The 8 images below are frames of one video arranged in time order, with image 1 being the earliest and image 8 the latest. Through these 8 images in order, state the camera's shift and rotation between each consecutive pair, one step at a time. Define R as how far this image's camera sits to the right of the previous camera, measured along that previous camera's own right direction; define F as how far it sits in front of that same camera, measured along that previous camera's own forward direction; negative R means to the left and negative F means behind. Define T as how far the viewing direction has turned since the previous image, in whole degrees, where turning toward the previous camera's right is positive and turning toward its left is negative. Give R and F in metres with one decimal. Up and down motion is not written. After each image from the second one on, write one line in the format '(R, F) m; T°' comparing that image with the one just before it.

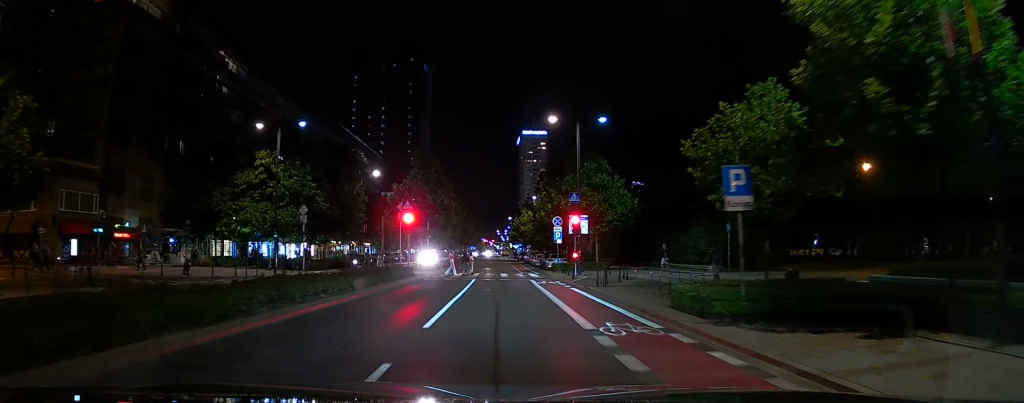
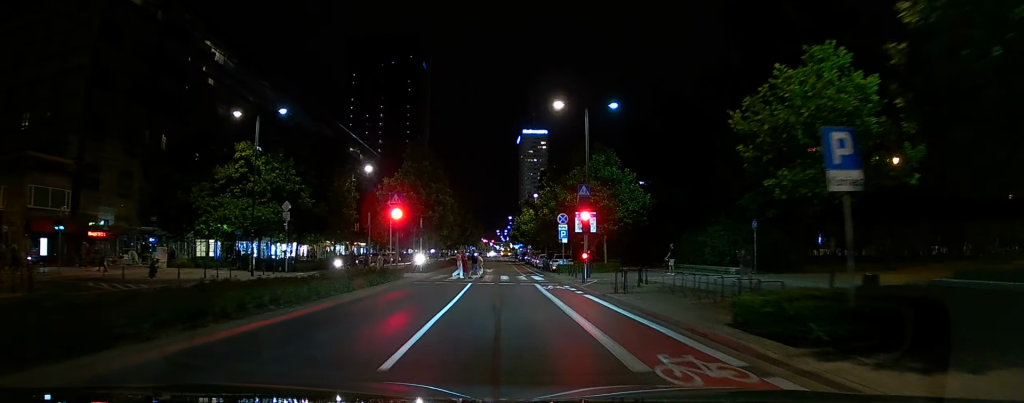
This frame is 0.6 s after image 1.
(0.0, +4.4) m; -1°
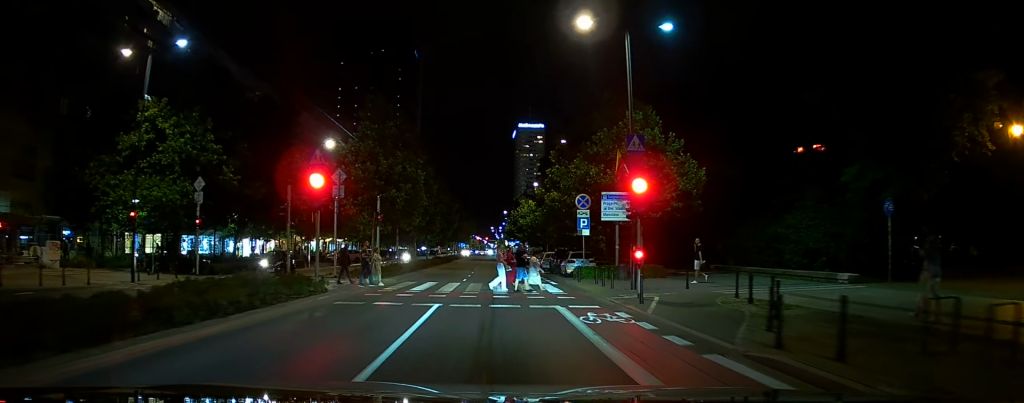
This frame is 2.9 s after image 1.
(-0.1, +14.4) m; 0°
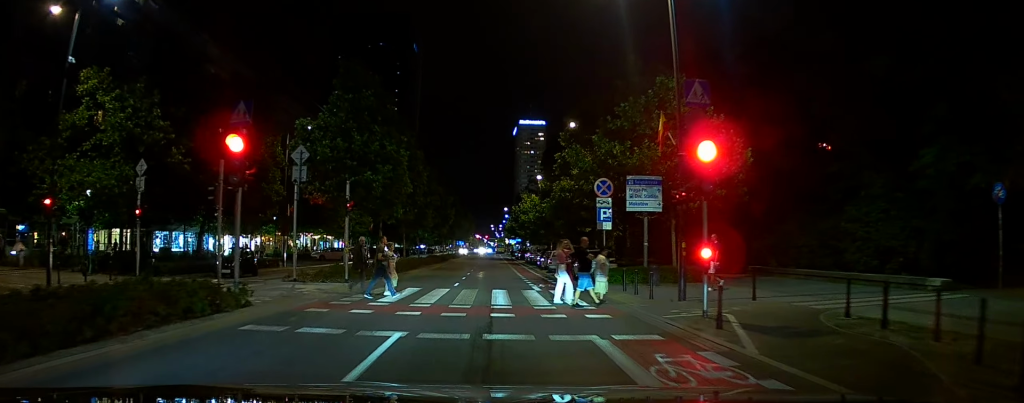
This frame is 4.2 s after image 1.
(+0.1, +7.4) m; -1°
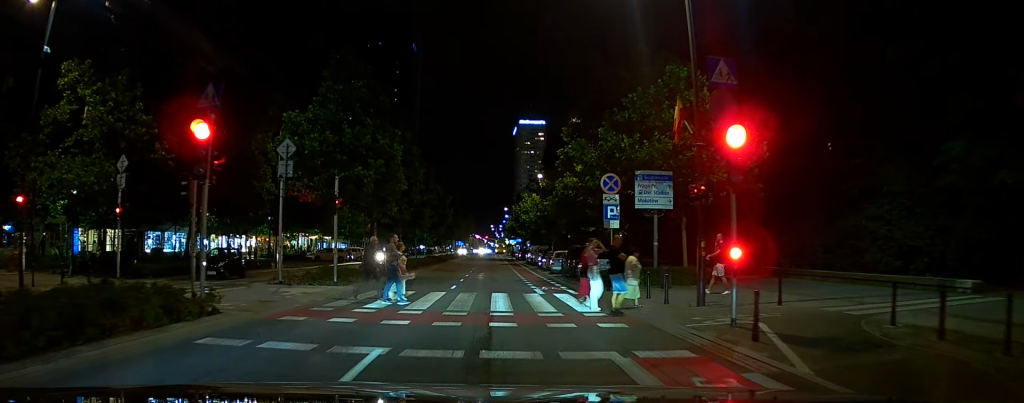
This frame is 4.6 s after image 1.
(0.0, +2.2) m; -1°
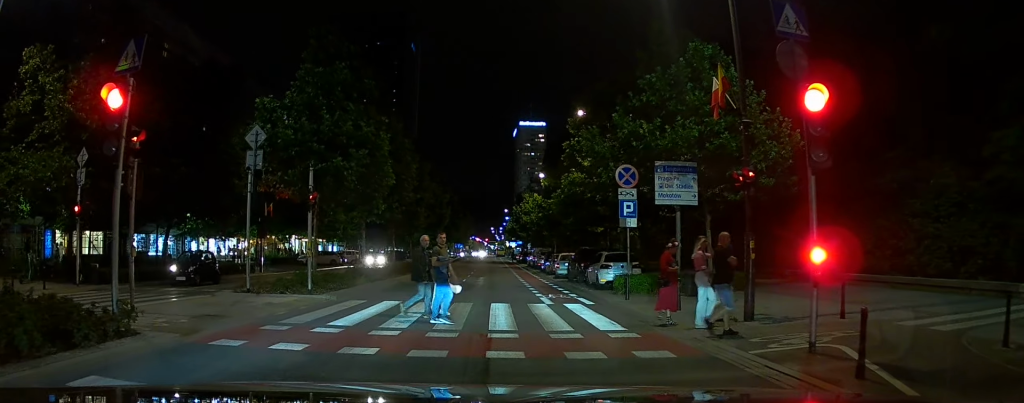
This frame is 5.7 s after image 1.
(-0.1, +4.3) m; -1°
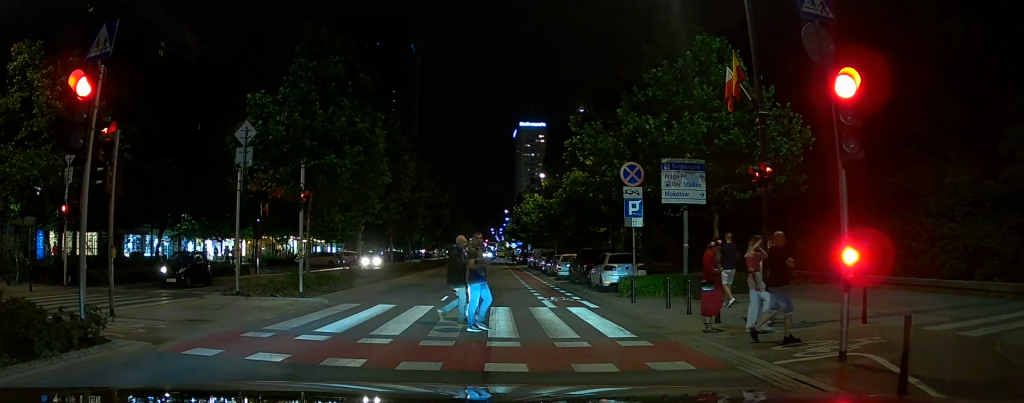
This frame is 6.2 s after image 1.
(0.0, +1.5) m; +1°
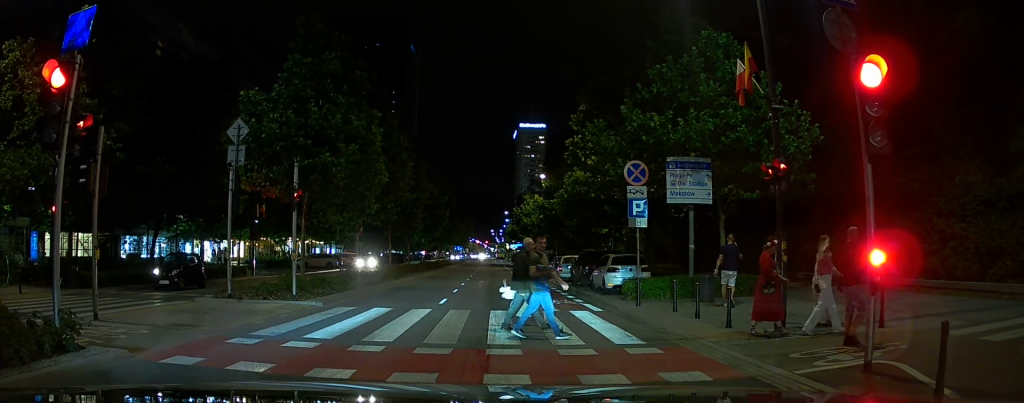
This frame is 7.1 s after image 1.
(0.0, +1.5) m; +1°
